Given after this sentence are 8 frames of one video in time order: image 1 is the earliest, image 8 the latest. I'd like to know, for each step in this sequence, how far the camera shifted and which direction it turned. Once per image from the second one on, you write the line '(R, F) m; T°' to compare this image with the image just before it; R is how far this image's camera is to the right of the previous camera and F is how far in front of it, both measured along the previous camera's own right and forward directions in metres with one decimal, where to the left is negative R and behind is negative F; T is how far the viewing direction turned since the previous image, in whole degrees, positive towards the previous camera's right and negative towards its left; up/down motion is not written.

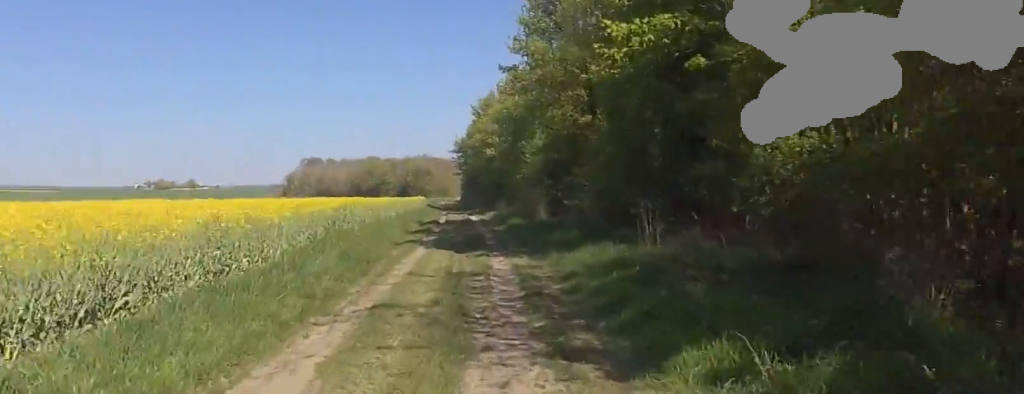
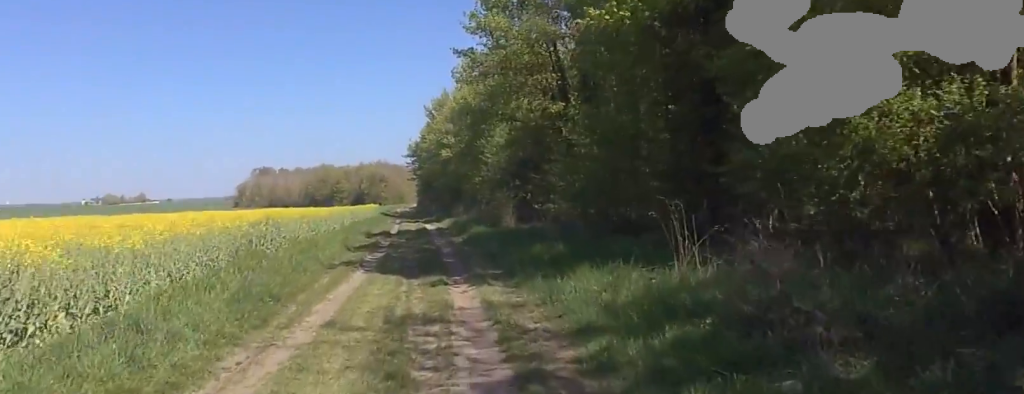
(0.0, +3.5) m; 0°
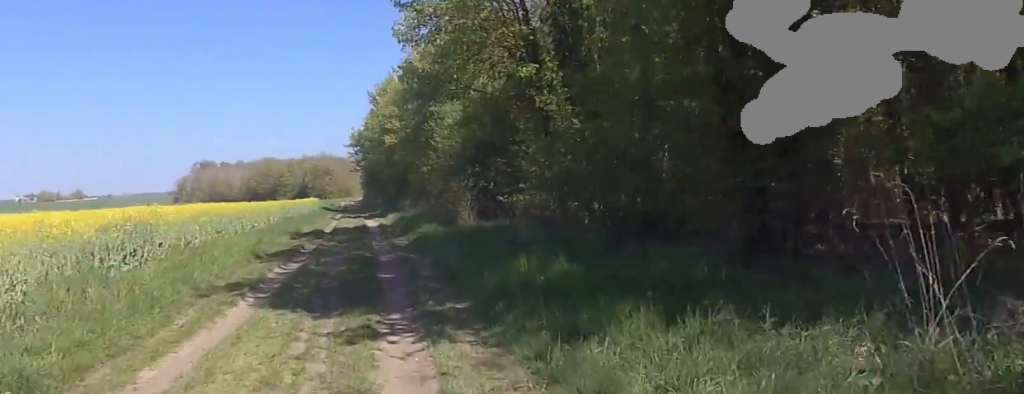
(0.0, +4.4) m; 0°
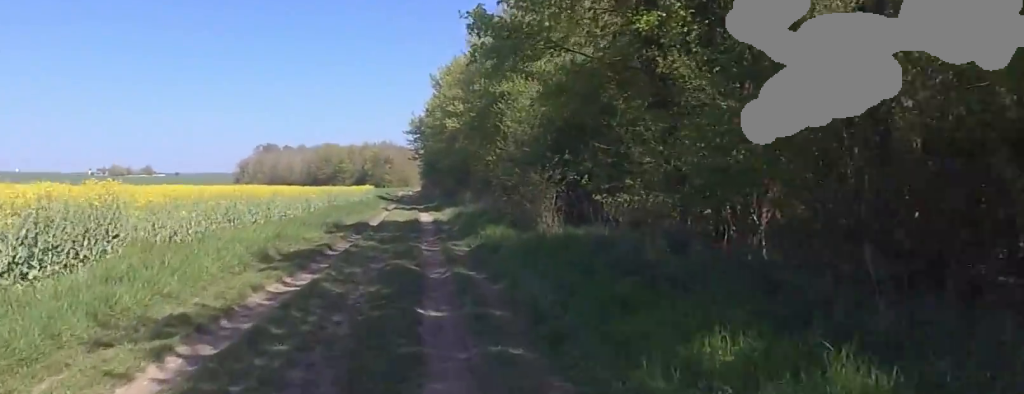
(0.0, +4.1) m; 0°
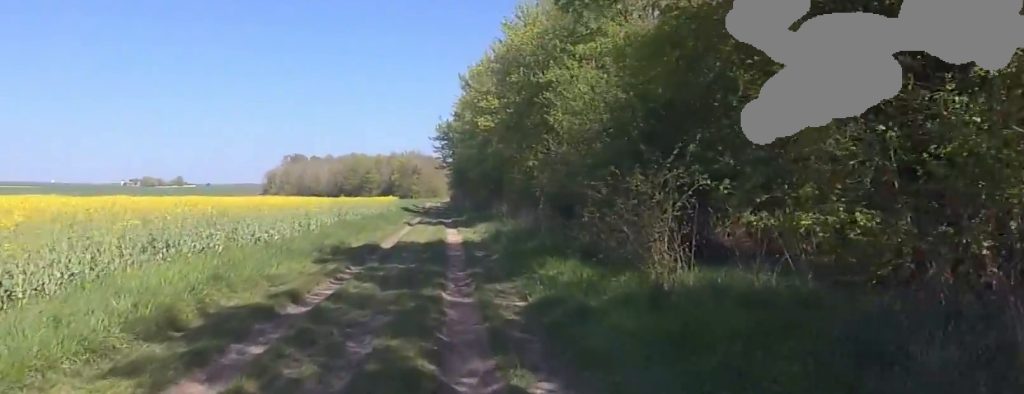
(0.0, +5.0) m; 0°
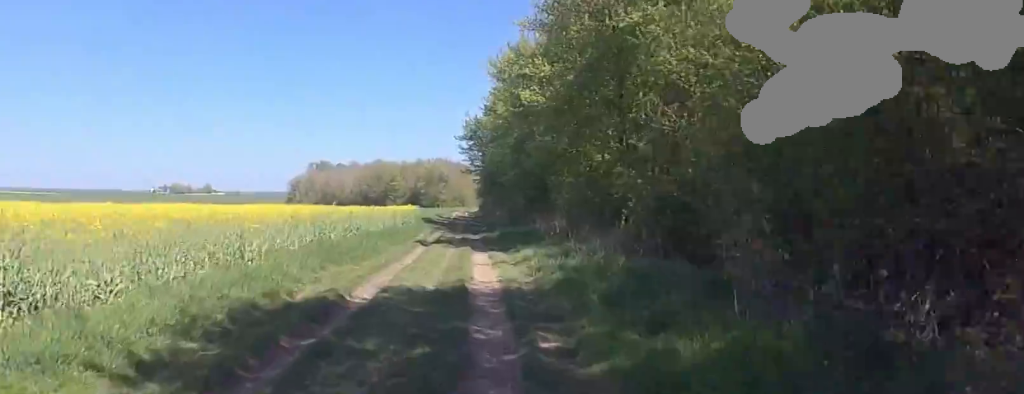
(0.0, +8.4) m; 0°
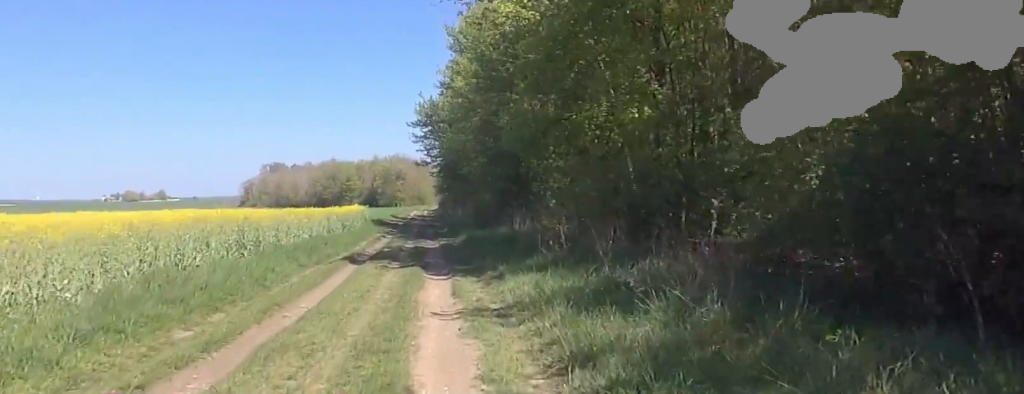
(0.0, +7.4) m; 0°
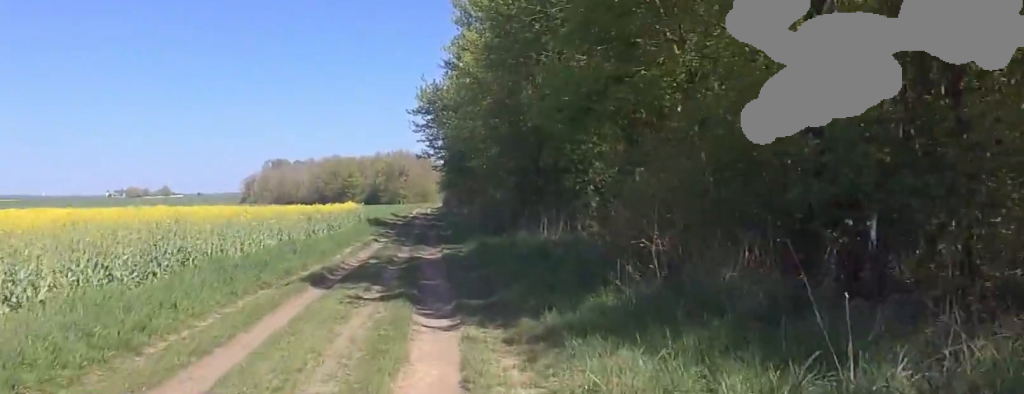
(0.0, +4.9) m; 0°
